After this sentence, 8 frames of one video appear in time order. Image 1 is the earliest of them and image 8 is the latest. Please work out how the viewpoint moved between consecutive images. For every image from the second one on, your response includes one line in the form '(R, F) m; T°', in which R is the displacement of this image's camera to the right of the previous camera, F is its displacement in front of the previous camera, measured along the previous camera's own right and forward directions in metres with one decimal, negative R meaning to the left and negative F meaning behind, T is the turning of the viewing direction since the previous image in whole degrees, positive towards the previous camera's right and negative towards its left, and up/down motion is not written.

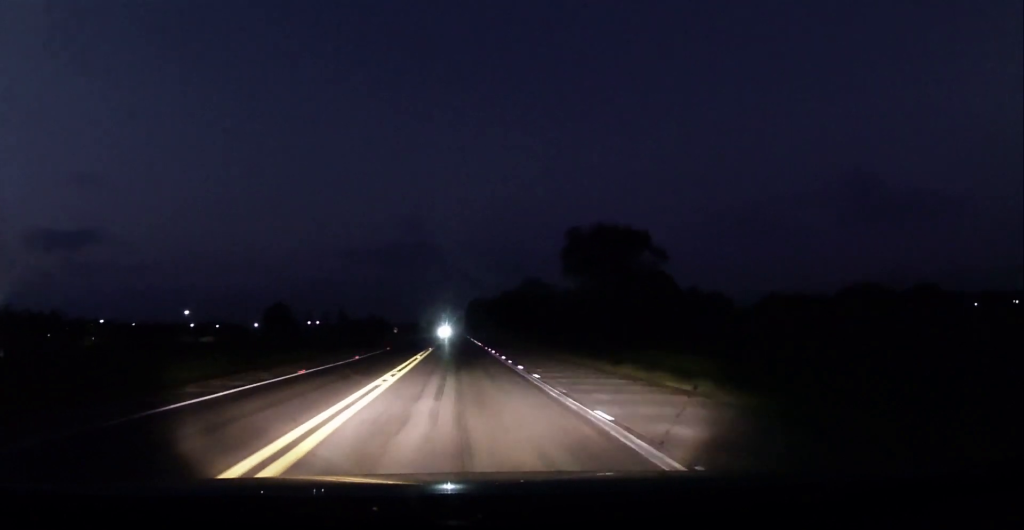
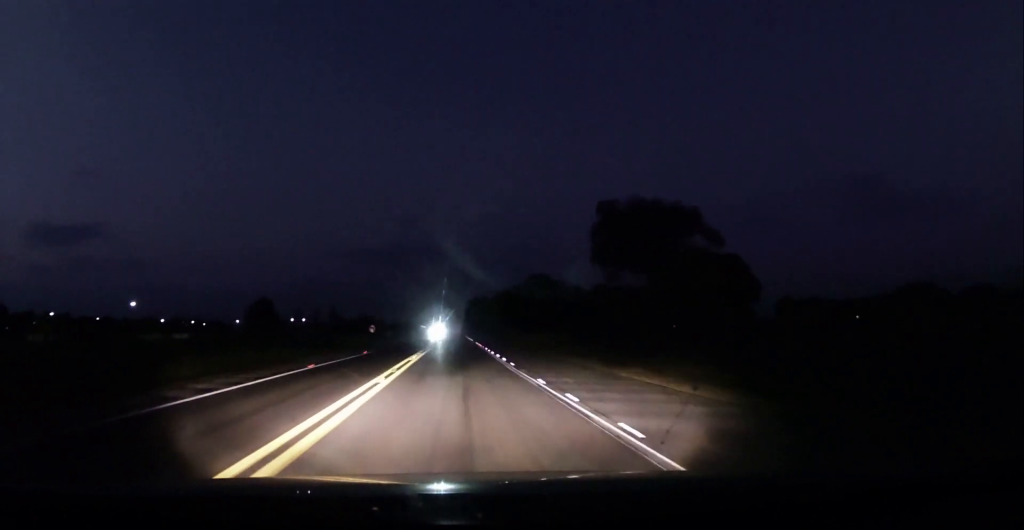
(+0.1, +28.1) m; +1°
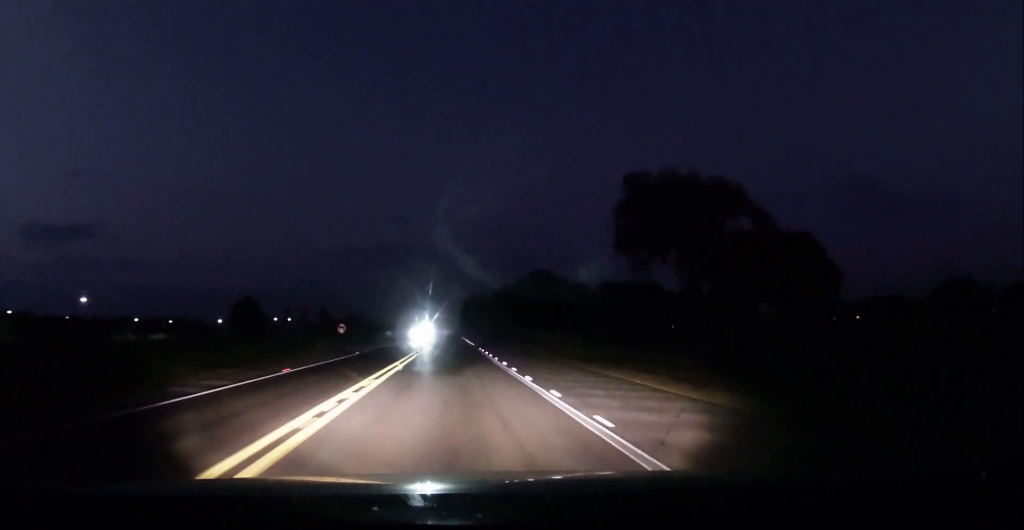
(+0.1, +18.2) m; 0°
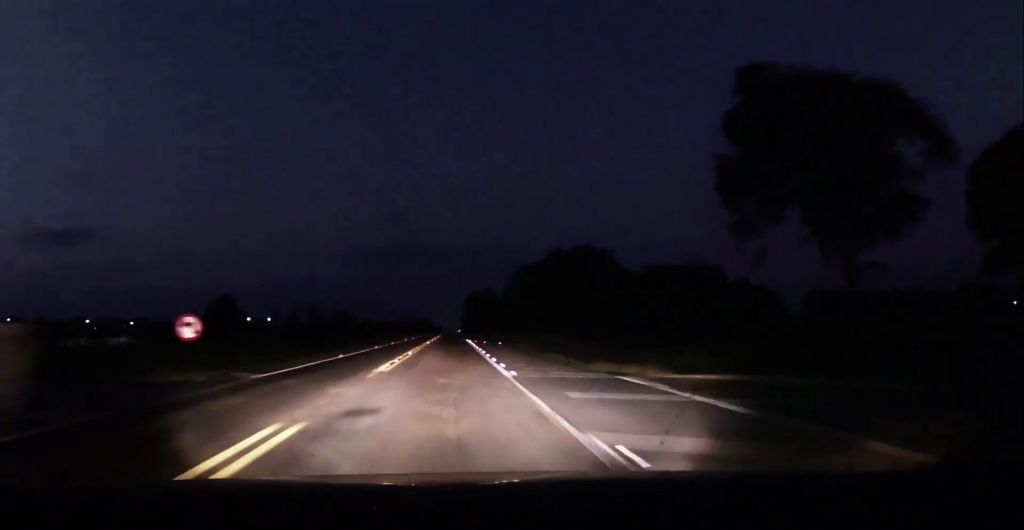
(0.0, +35.1) m; 0°
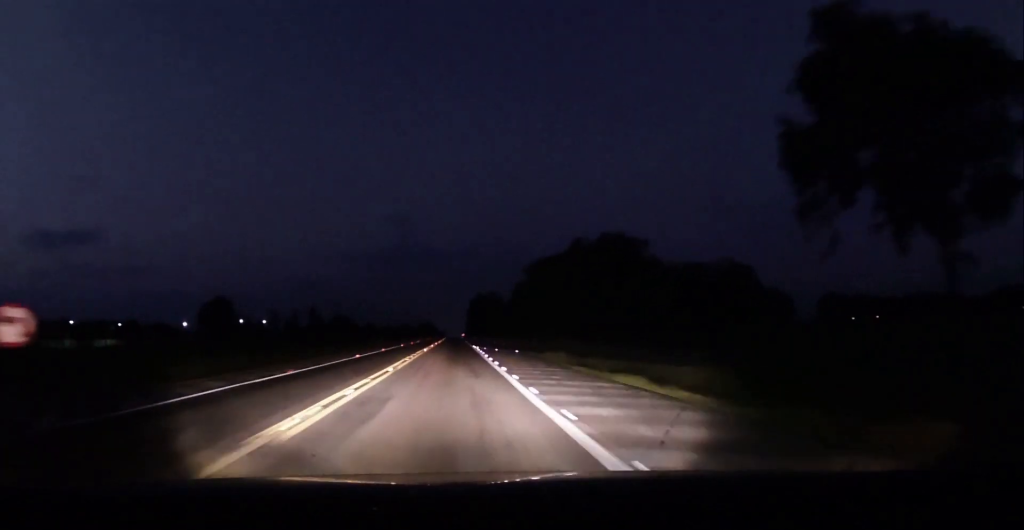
(-0.1, +11.4) m; 0°
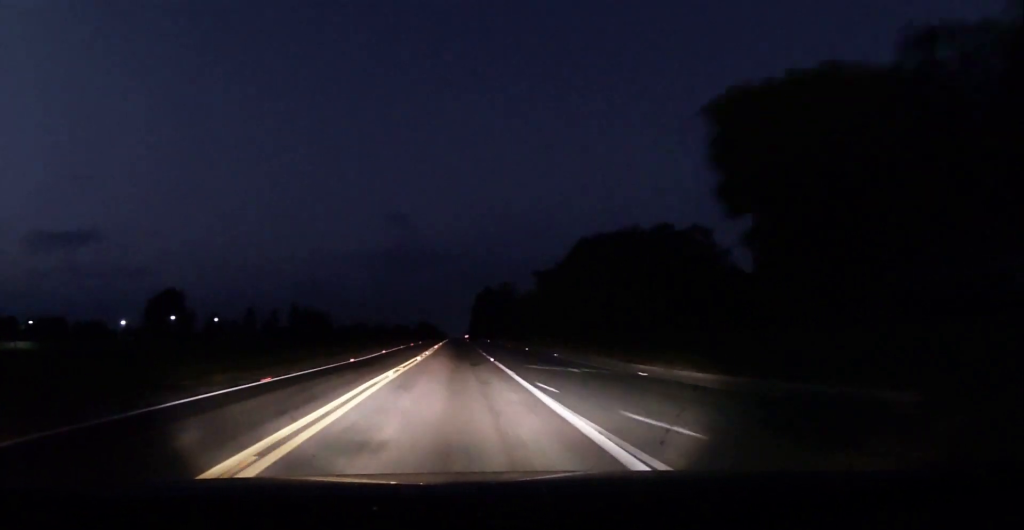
(+0.2, +52.1) m; -1°
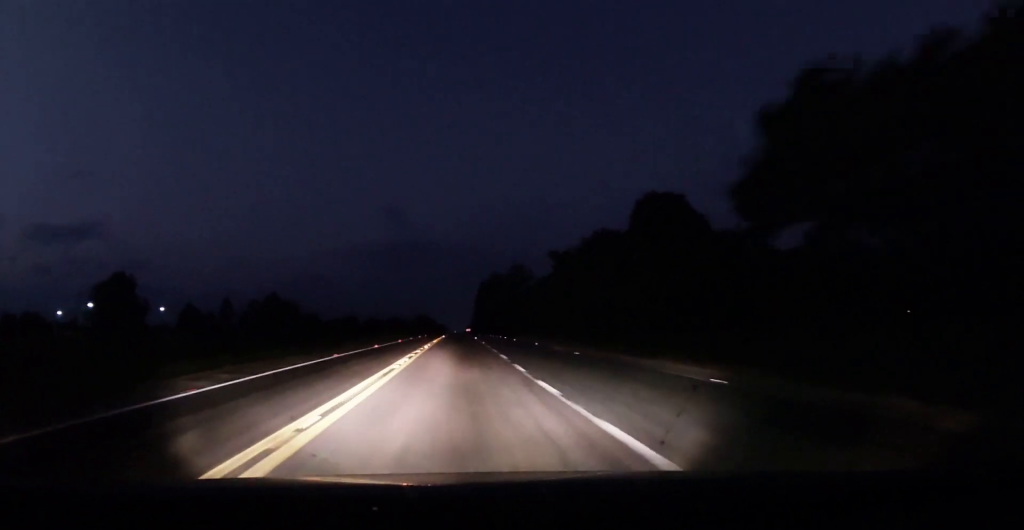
(-0.6, +37.2) m; -1°
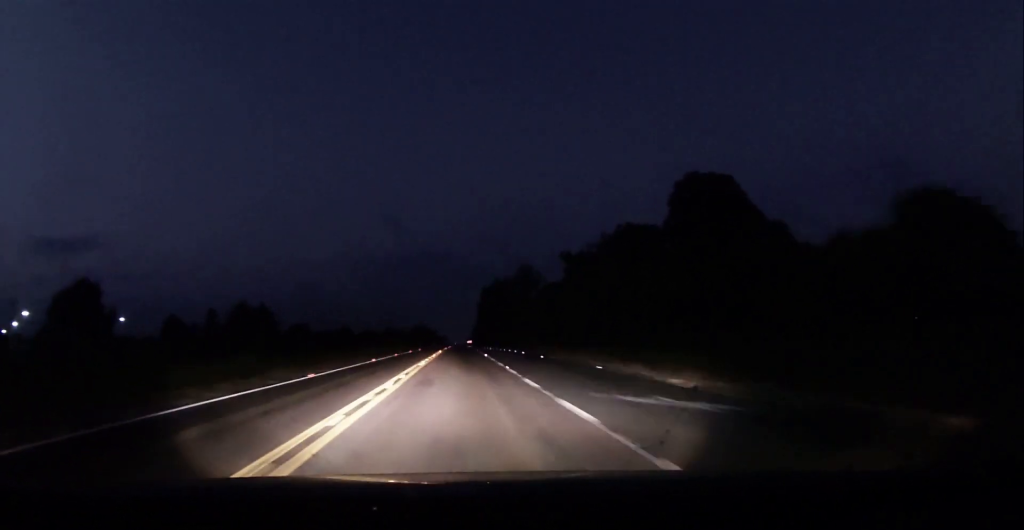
(+0.3, +19.2) m; 0°
